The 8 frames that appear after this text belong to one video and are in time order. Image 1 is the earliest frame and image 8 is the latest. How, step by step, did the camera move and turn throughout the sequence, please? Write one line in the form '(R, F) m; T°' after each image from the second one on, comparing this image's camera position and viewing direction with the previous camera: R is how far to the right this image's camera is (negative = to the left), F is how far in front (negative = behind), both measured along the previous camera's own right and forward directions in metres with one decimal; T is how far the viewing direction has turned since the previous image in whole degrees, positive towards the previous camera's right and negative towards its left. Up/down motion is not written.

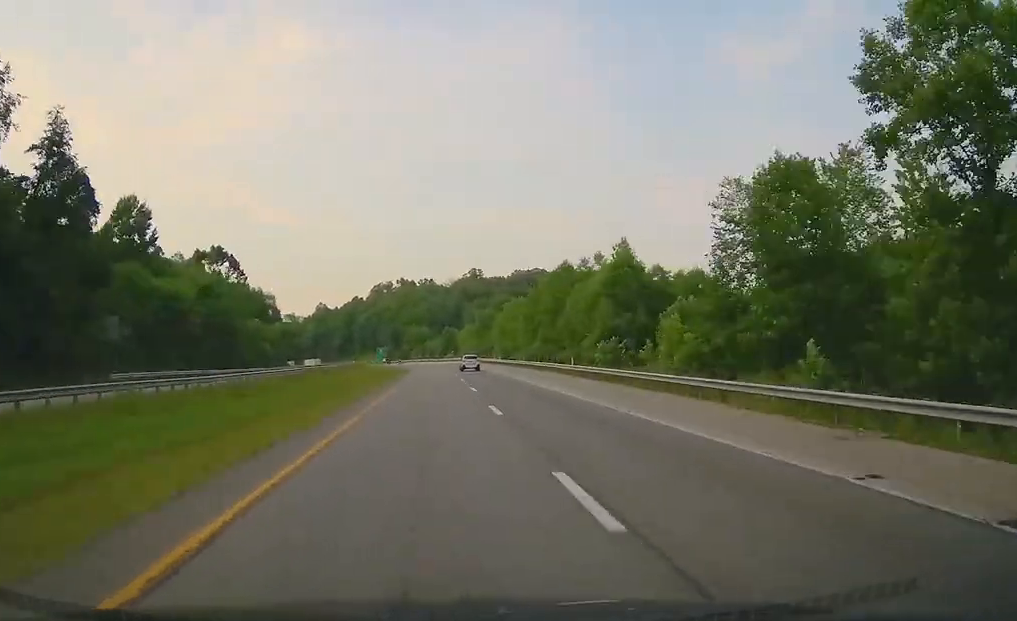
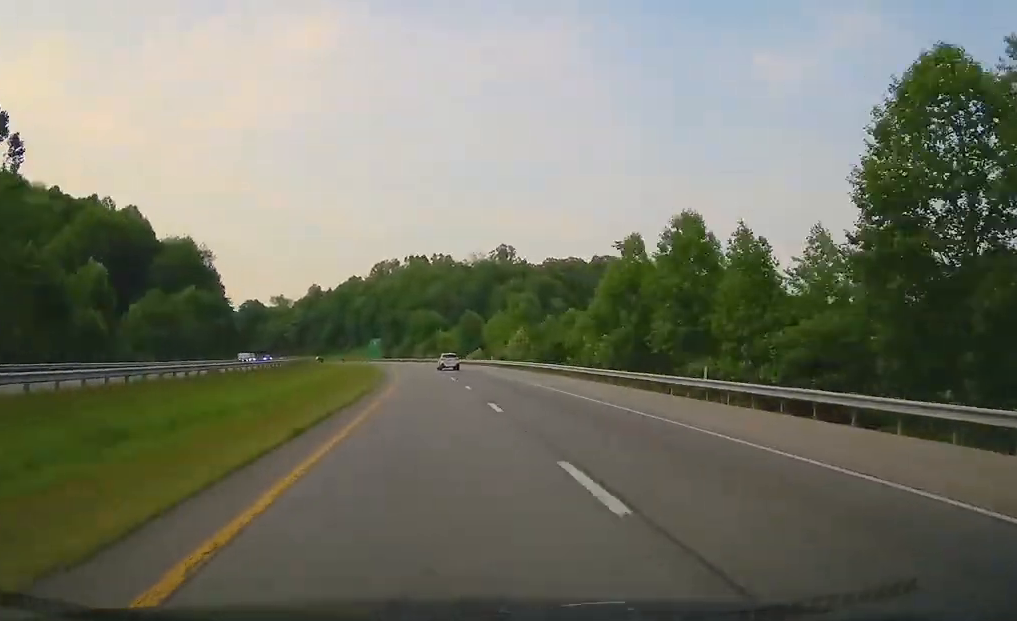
(+0.9, +71.8) m; -4°
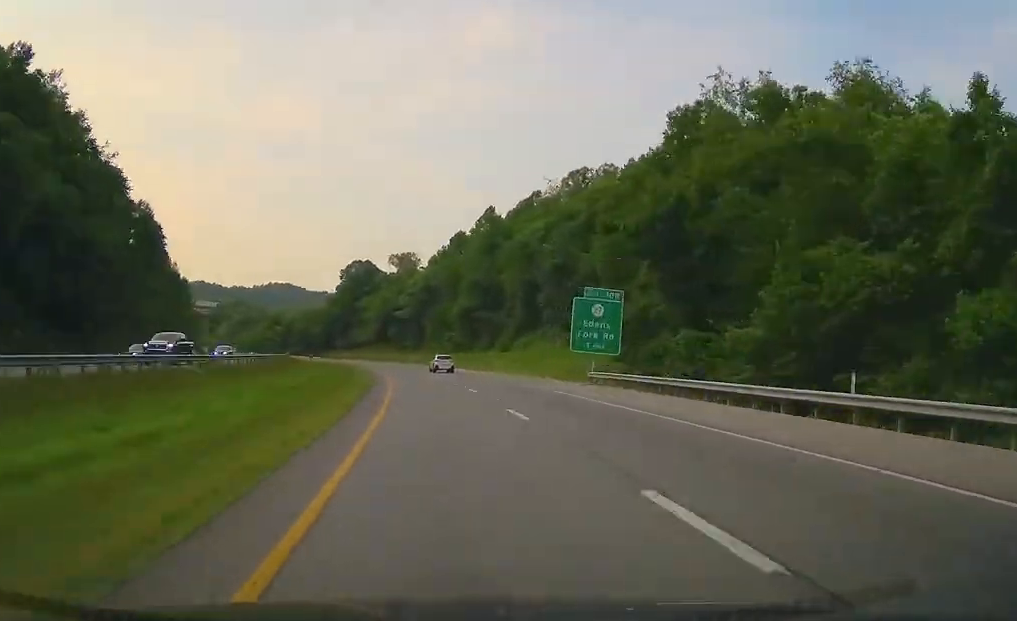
(-15.0, +150.3) m; -15°
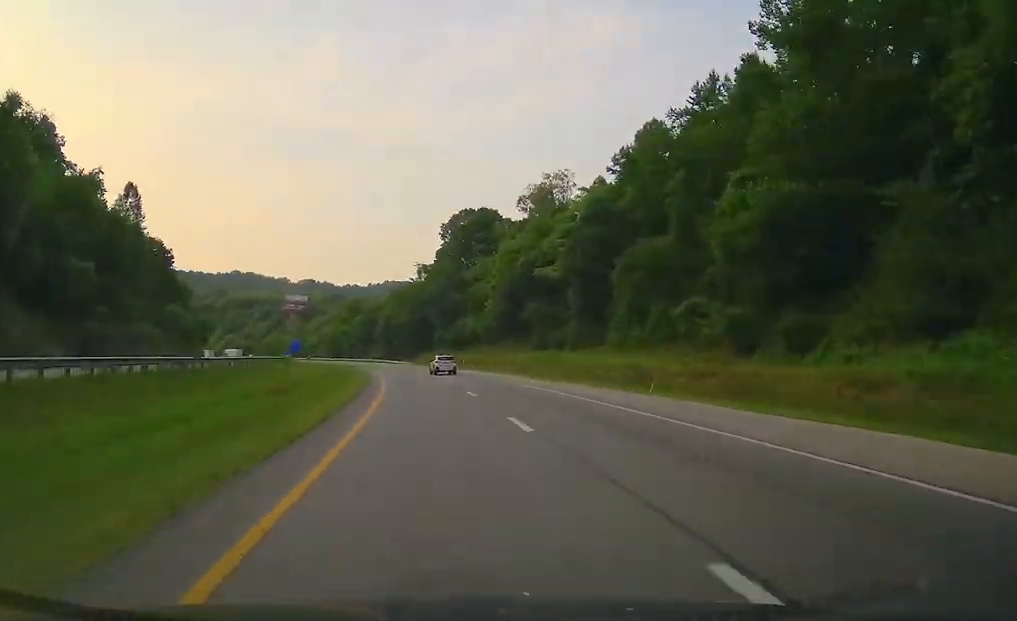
(-11.0, +88.6) m; -10°
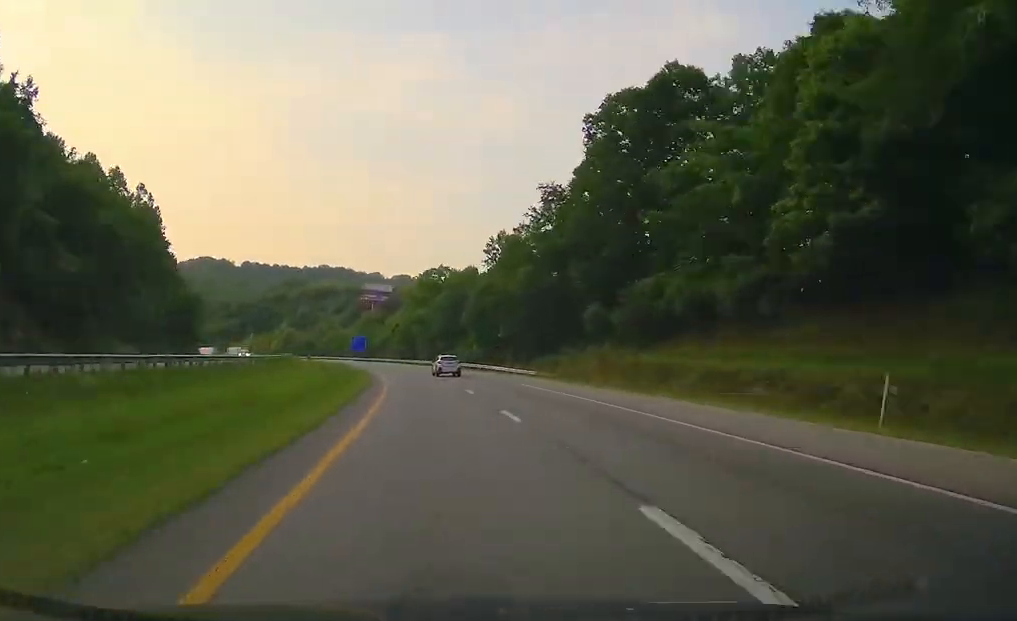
(-2.9, +71.2) m; -8°
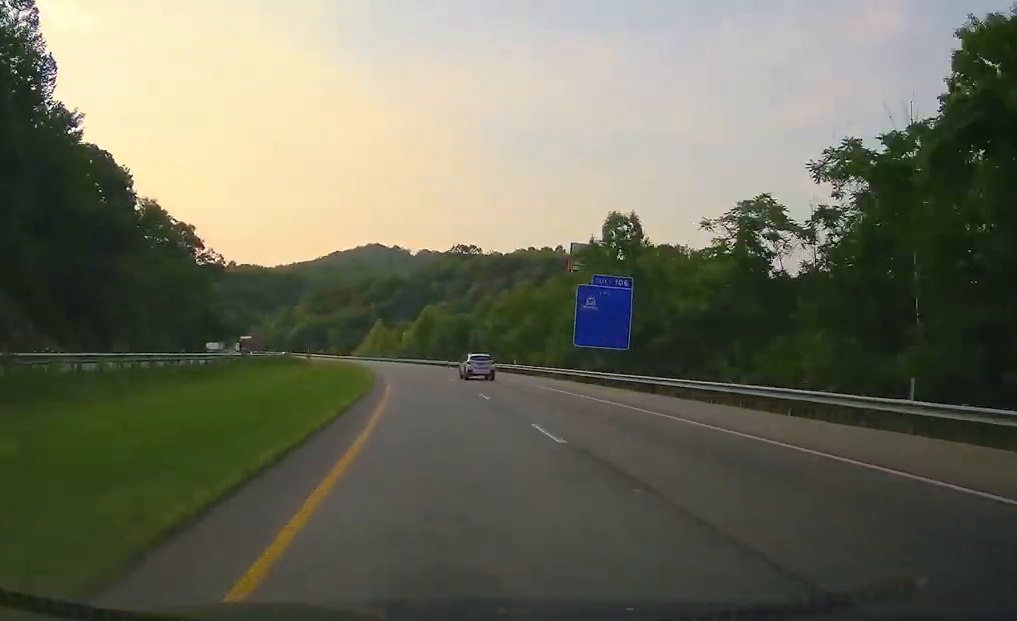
(-20.1, +137.7) m; -17°
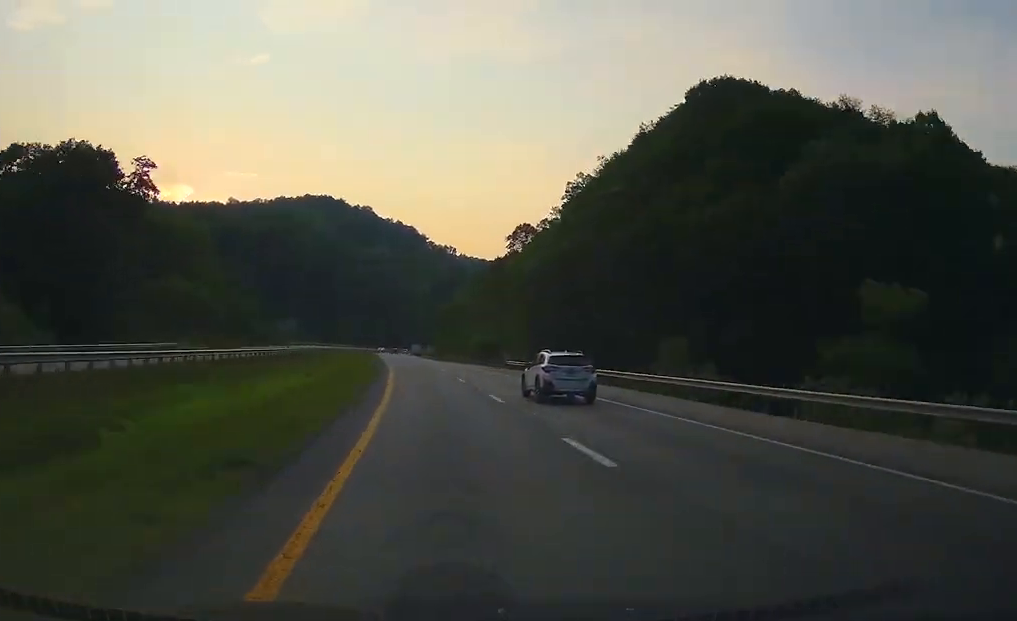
(-118.1, +316.3) m; -34°
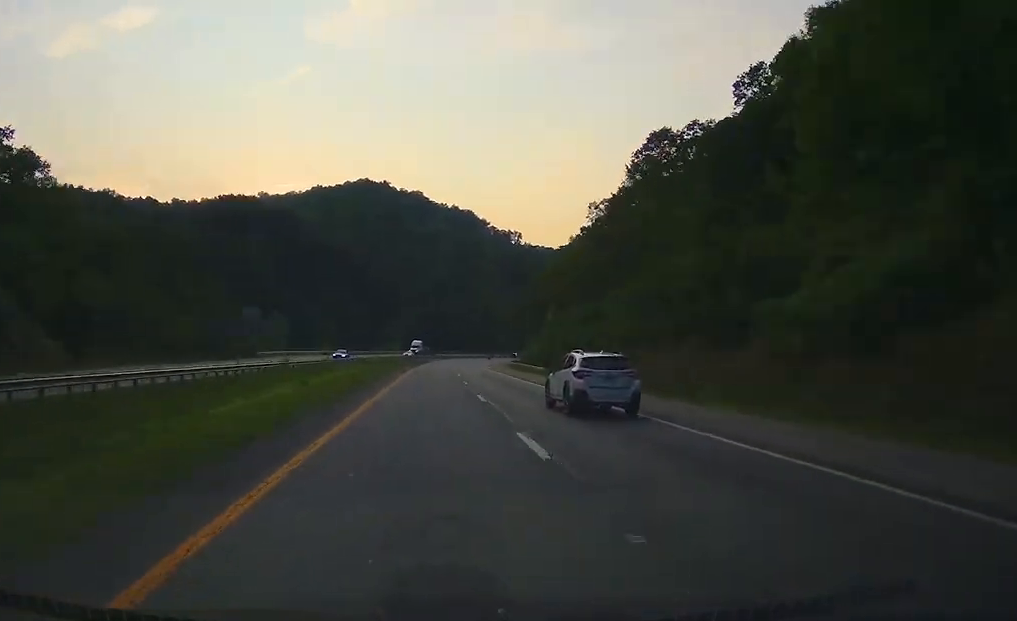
(-3.6, +96.4) m; 0°
